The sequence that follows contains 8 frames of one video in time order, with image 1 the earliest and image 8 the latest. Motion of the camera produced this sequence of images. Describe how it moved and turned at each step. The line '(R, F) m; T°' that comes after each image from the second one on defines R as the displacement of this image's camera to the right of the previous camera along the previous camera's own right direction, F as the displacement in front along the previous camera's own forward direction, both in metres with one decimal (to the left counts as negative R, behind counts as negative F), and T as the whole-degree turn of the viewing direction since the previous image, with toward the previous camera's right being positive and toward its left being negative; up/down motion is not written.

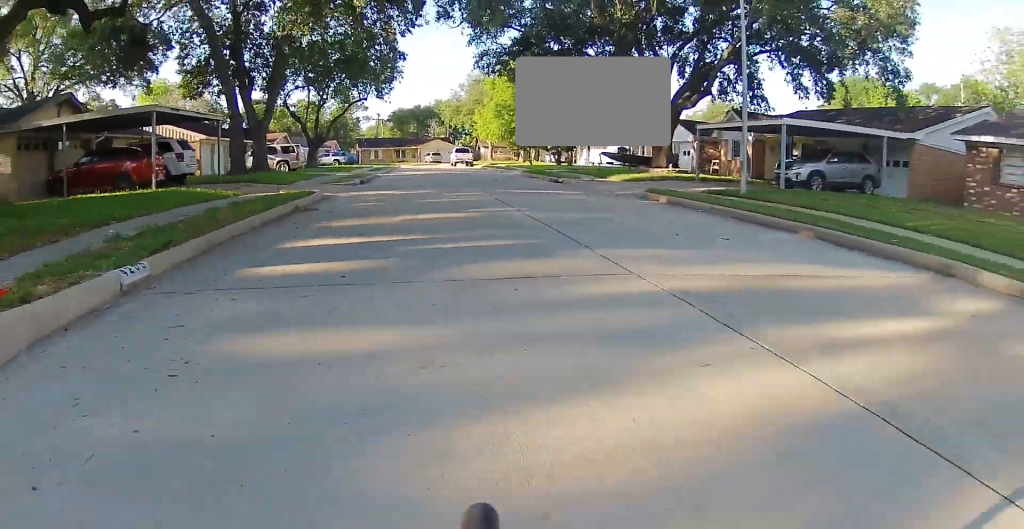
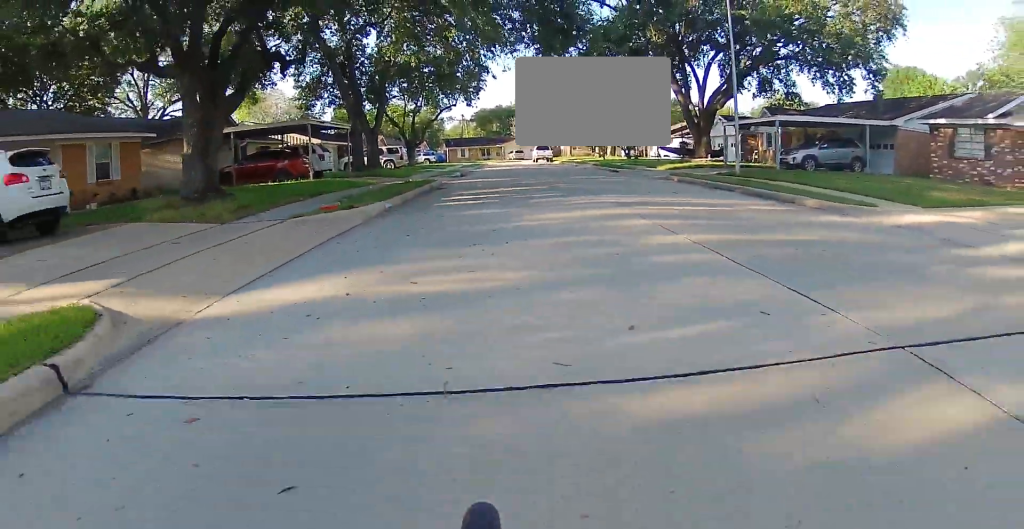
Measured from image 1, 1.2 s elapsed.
(+0.3, +6.6) m; +3°
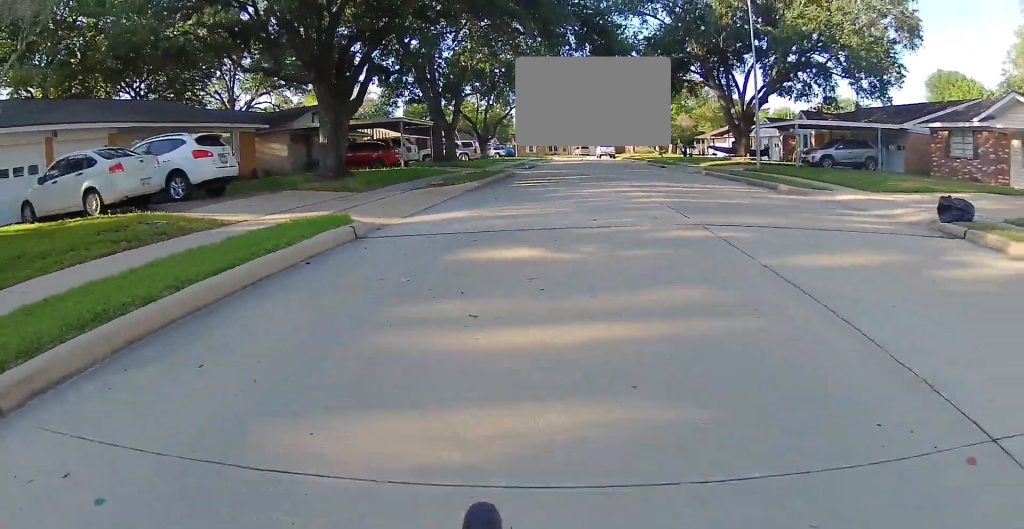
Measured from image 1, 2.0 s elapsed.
(0.0, +4.5) m; -3°
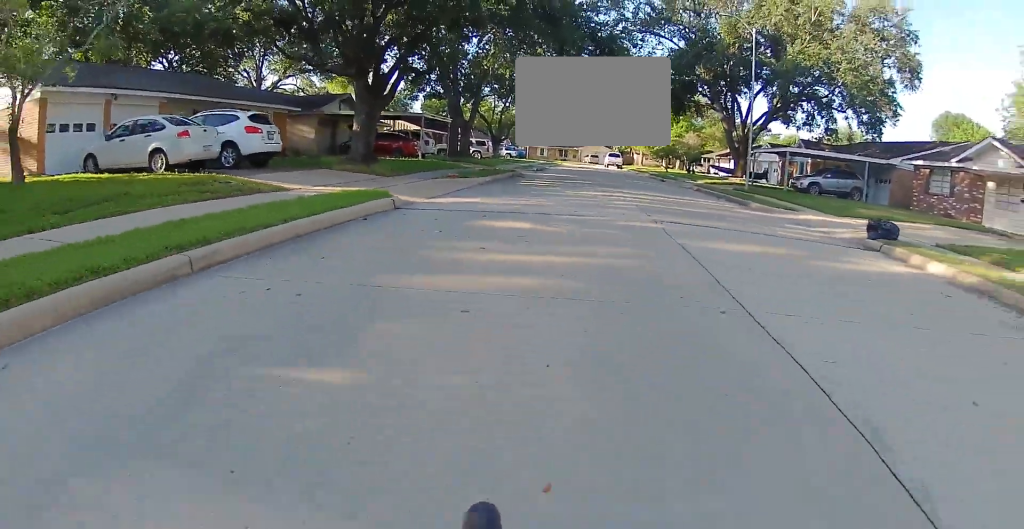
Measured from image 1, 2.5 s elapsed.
(+0.1, +2.3) m; -2°
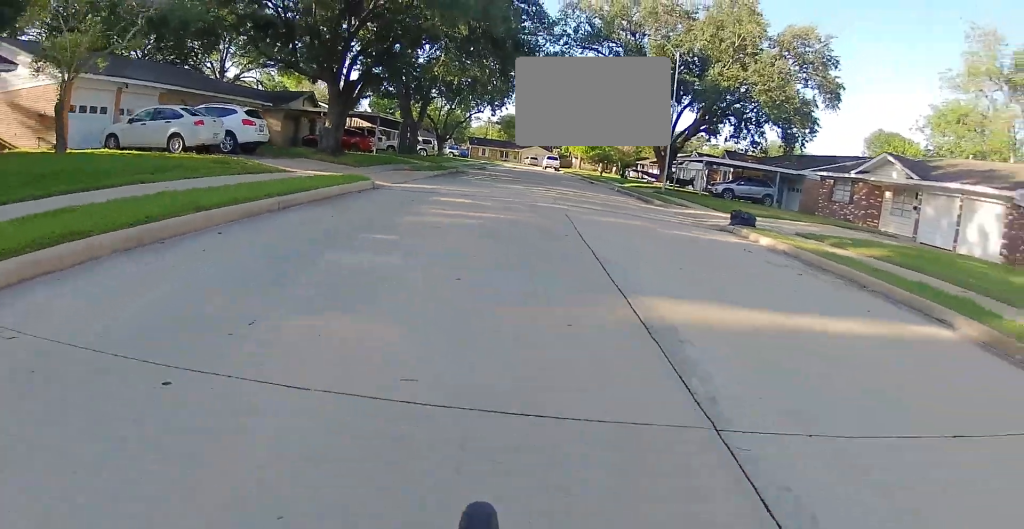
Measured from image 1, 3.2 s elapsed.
(-0.4, +3.7) m; -4°
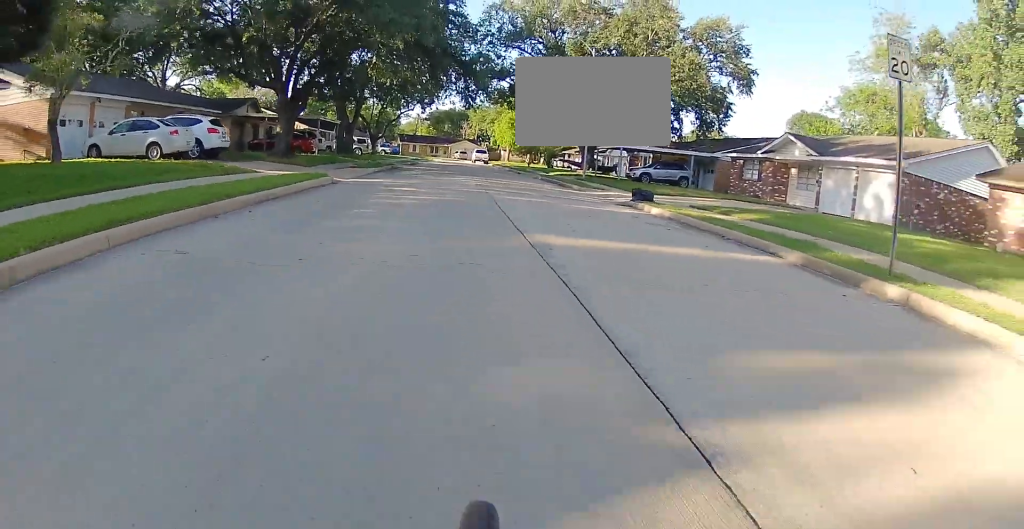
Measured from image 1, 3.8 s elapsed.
(-0.1, +2.9) m; +1°
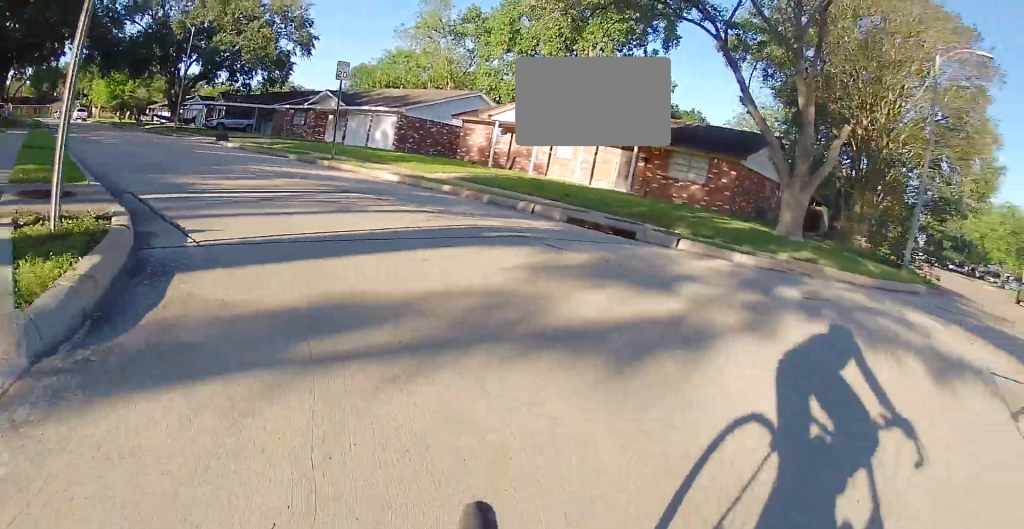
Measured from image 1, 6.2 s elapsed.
(+4.0, +10.4) m; +48°
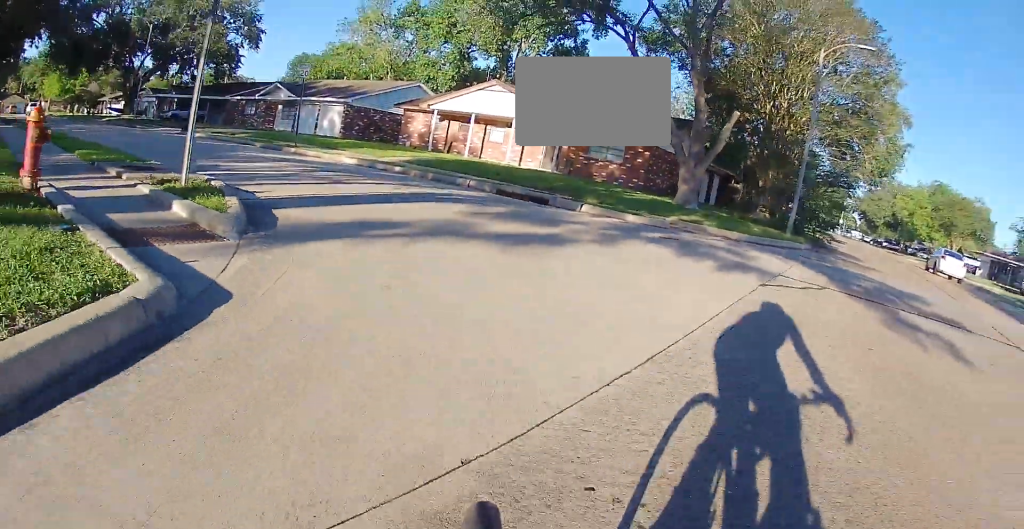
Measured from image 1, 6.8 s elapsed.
(+0.3, +3.0) m; +12°
